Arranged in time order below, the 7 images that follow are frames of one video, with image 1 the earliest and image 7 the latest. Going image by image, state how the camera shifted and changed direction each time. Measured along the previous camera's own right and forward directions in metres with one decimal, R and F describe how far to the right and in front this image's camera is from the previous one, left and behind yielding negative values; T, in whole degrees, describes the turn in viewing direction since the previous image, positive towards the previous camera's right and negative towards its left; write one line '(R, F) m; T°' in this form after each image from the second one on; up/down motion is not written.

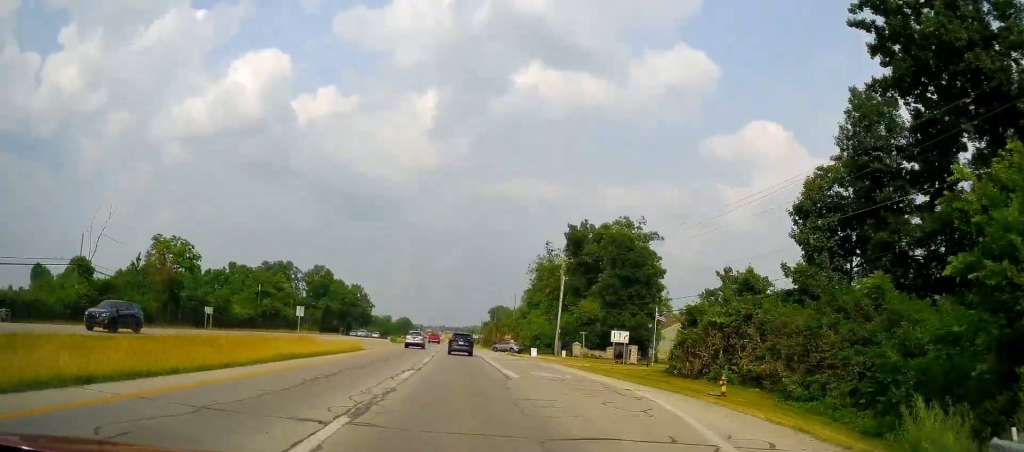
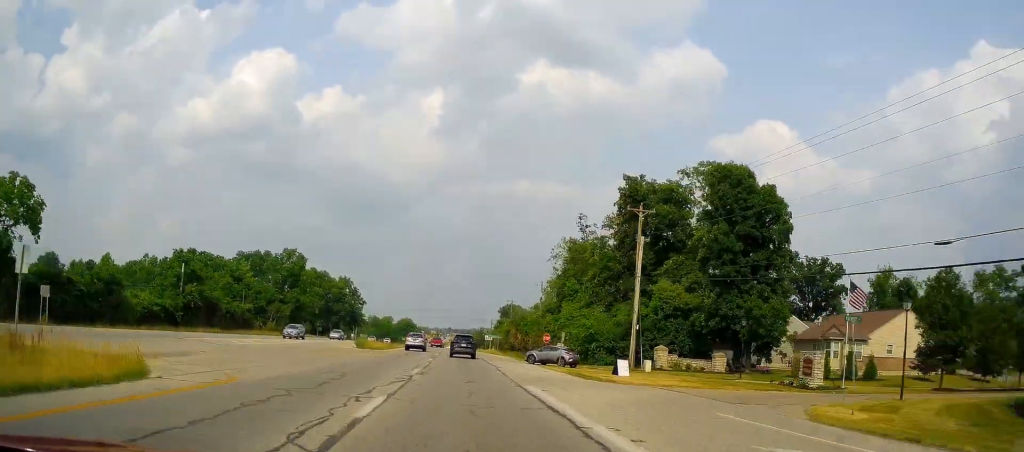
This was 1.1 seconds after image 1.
(-0.2, +32.8) m; 0°
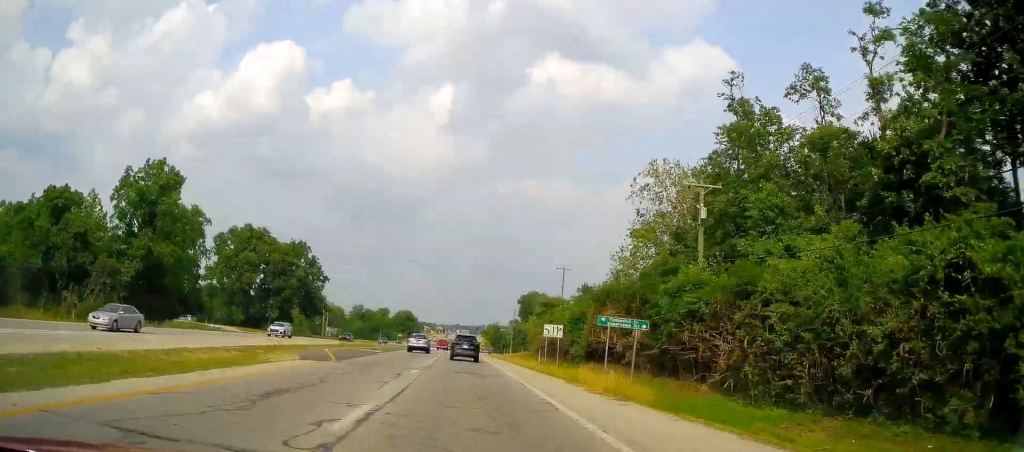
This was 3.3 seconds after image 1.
(+0.2, +61.8) m; 0°
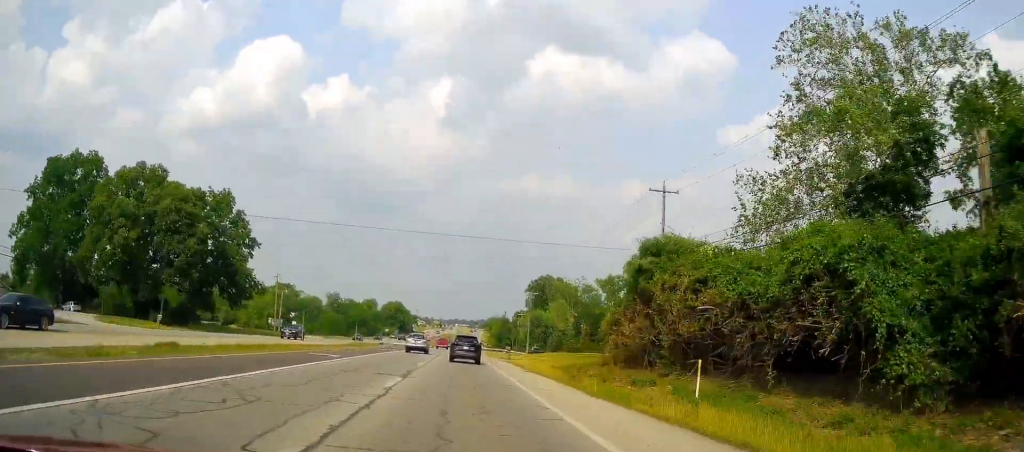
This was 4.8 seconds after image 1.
(+0.7, +41.0) m; +2°
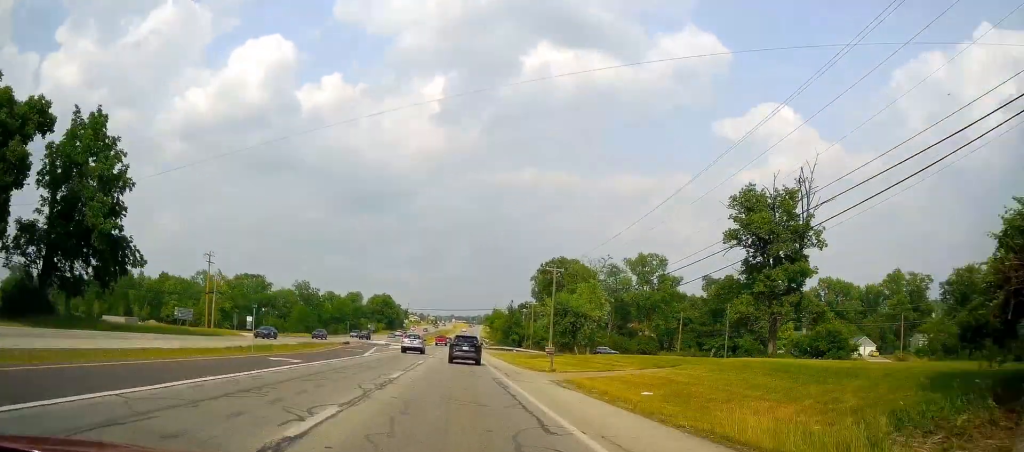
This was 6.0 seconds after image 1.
(-0.4, +32.2) m; -1°
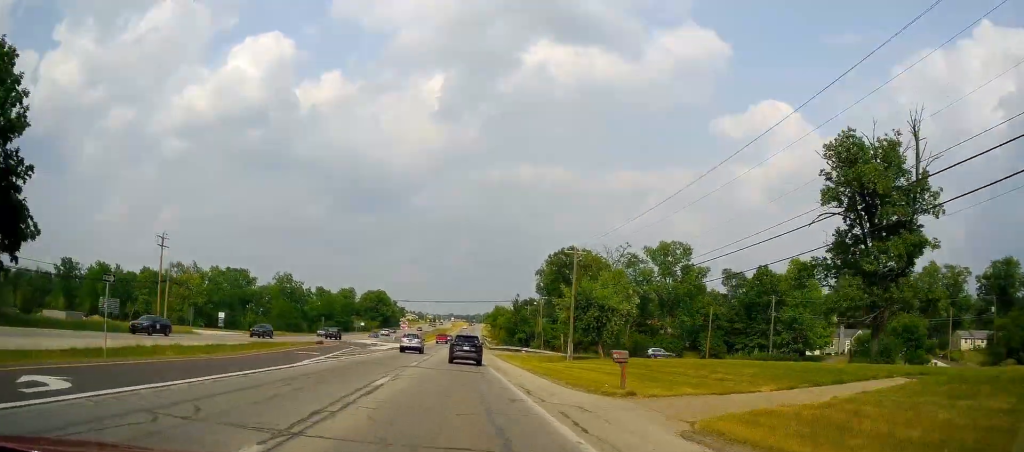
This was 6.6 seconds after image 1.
(-0.2, +15.3) m; 0°
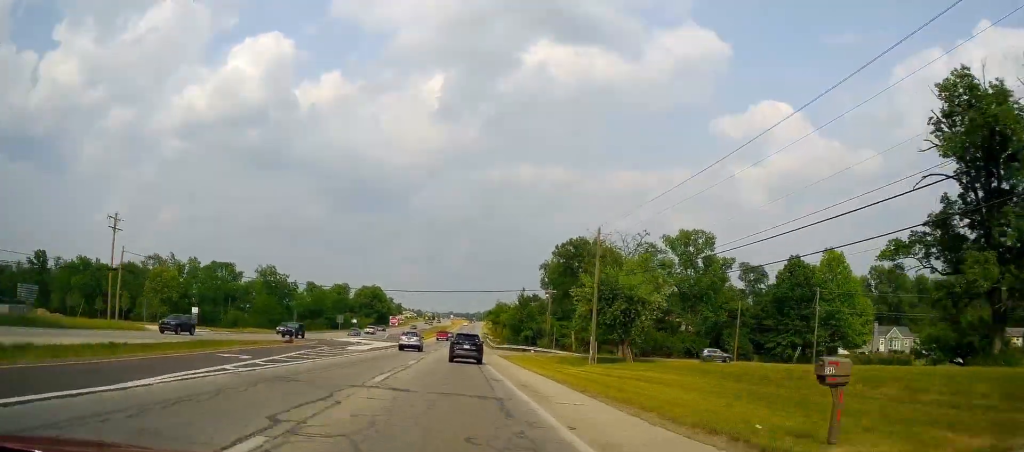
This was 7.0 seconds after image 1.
(0.0, +11.7) m; 0°
